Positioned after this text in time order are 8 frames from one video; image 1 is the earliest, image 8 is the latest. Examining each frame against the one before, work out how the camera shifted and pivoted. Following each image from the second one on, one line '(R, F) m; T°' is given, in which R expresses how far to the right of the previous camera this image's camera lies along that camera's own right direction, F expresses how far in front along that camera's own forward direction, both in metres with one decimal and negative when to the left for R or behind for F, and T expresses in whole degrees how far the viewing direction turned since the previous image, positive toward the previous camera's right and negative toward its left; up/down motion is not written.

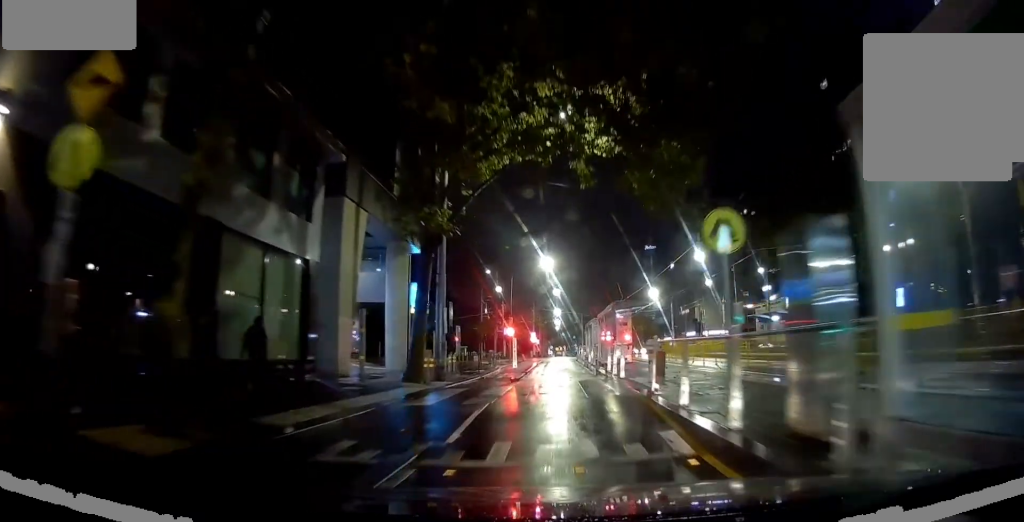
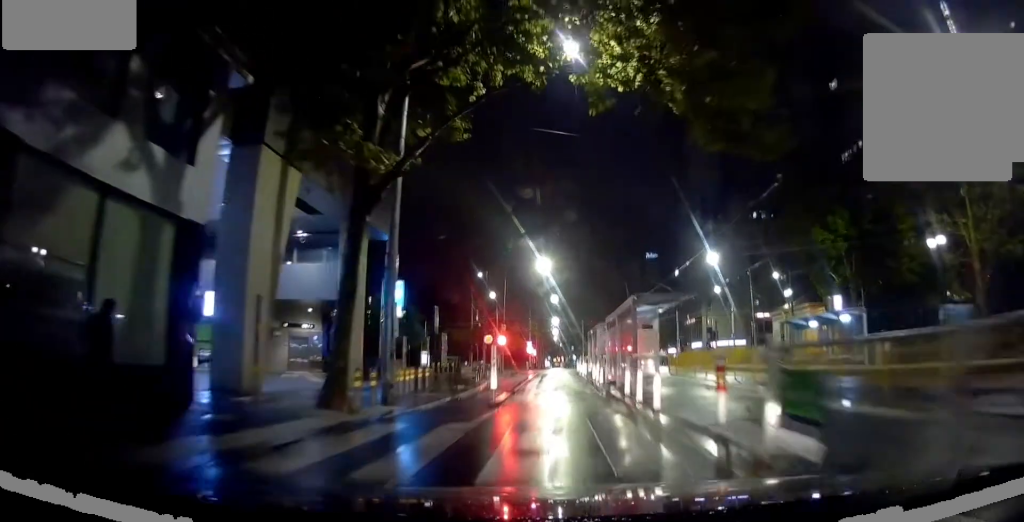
(+0.1, +9.3) m; 0°
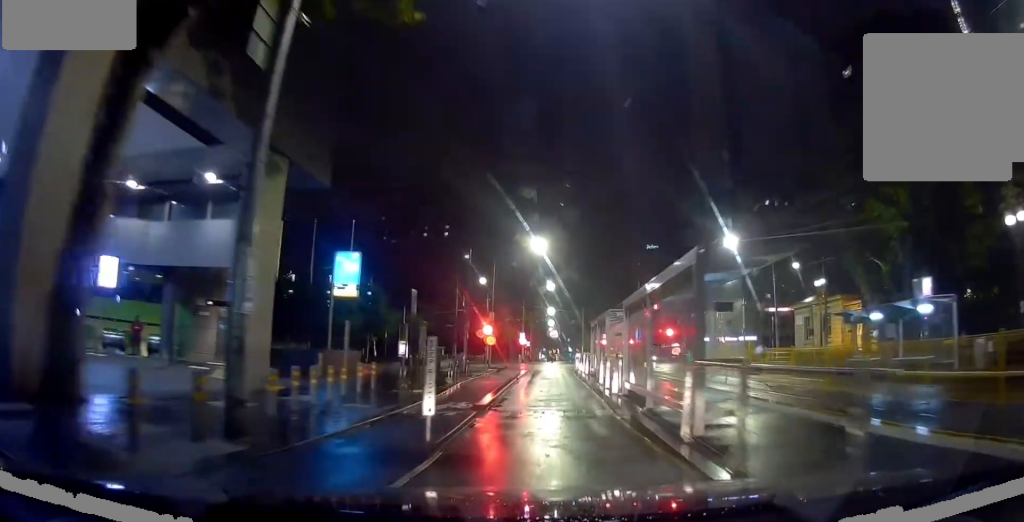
(-0.3, +10.8) m; -1°
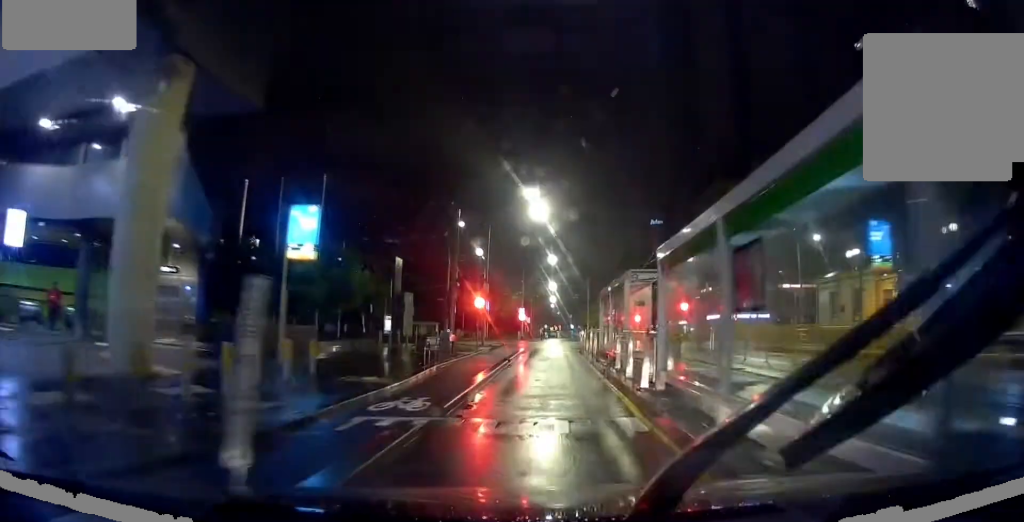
(+0.1, +7.1) m; 0°
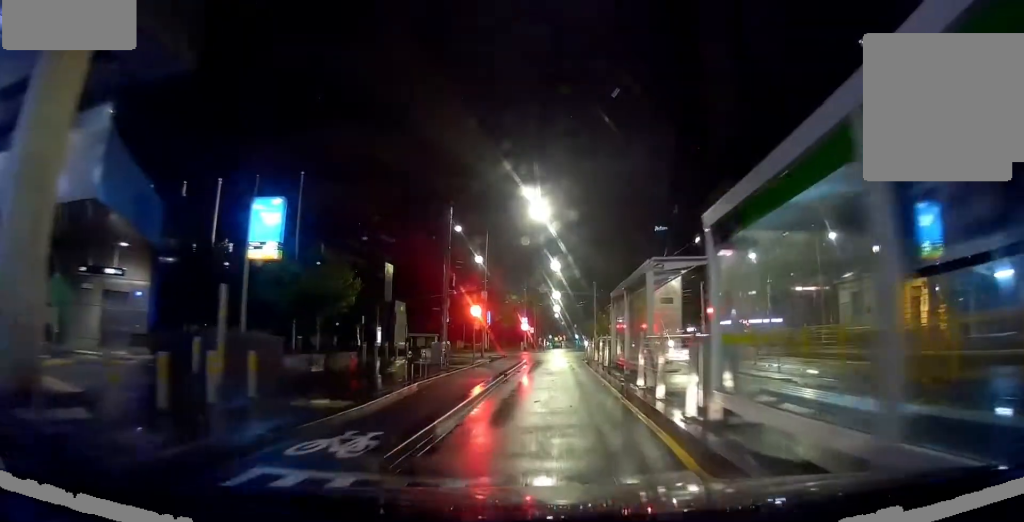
(+0.1, +4.3) m; 0°
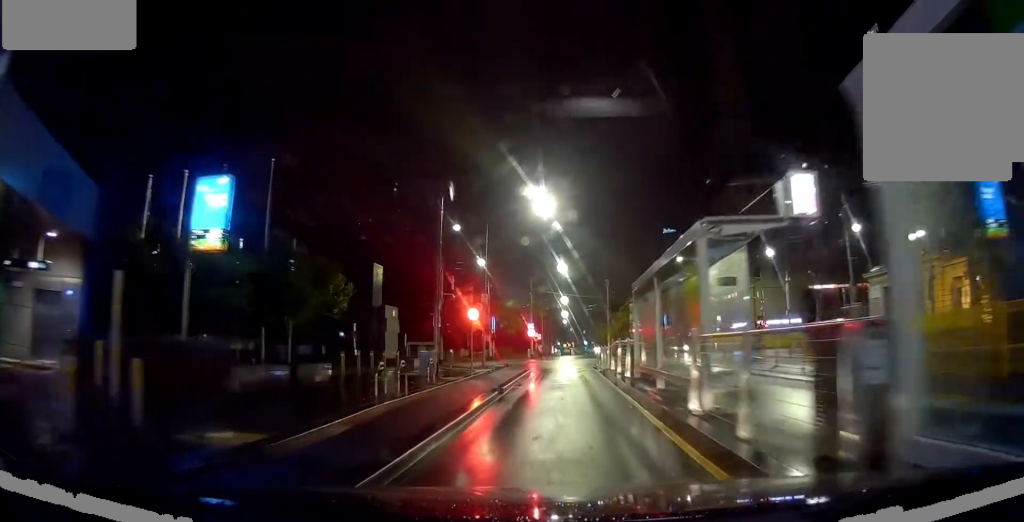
(-0.1, +4.6) m; -3°
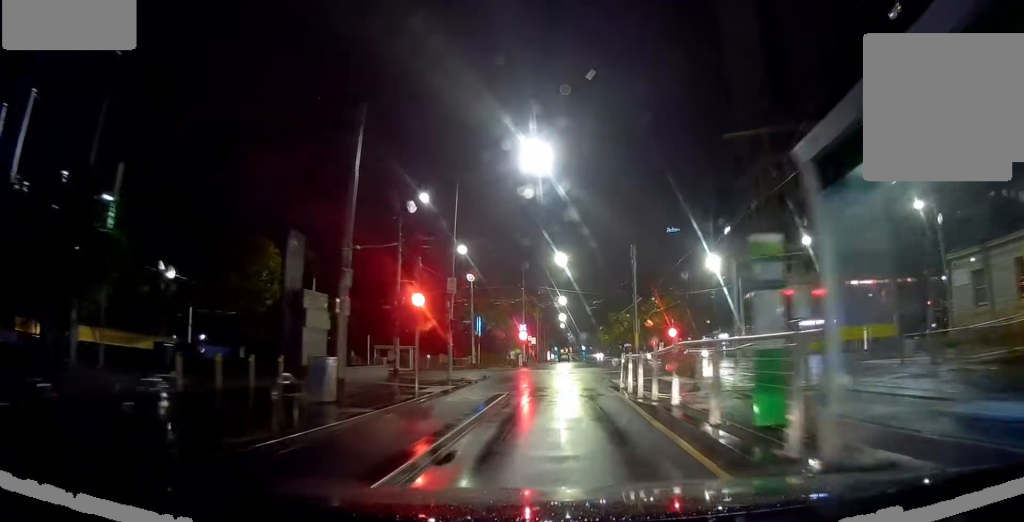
(-0.6, +12.3) m; -1°
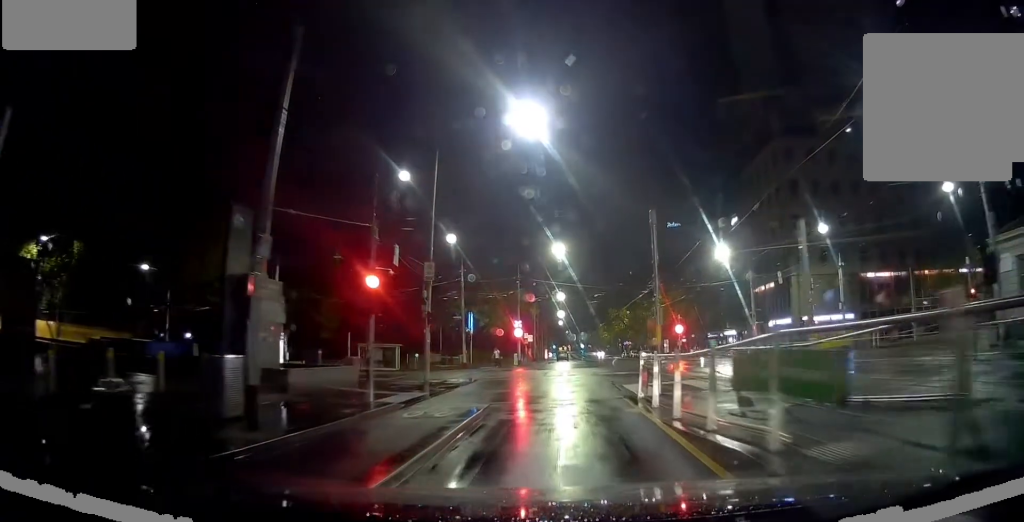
(+0.1, +4.9) m; +4°
